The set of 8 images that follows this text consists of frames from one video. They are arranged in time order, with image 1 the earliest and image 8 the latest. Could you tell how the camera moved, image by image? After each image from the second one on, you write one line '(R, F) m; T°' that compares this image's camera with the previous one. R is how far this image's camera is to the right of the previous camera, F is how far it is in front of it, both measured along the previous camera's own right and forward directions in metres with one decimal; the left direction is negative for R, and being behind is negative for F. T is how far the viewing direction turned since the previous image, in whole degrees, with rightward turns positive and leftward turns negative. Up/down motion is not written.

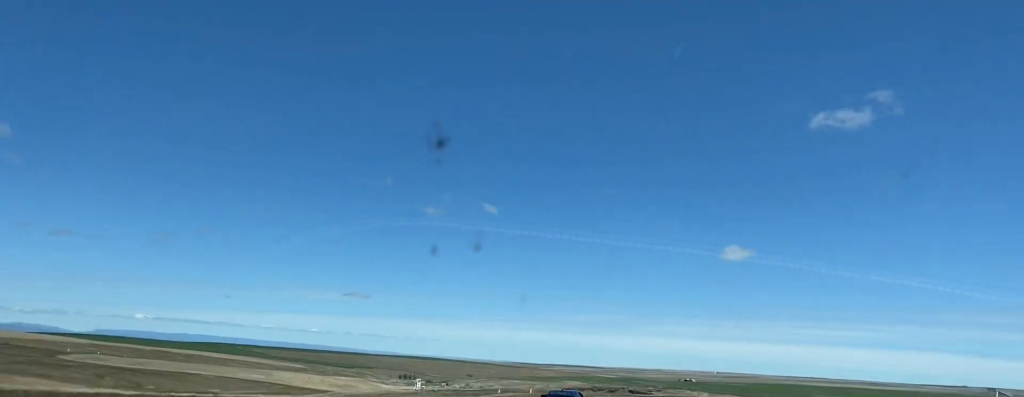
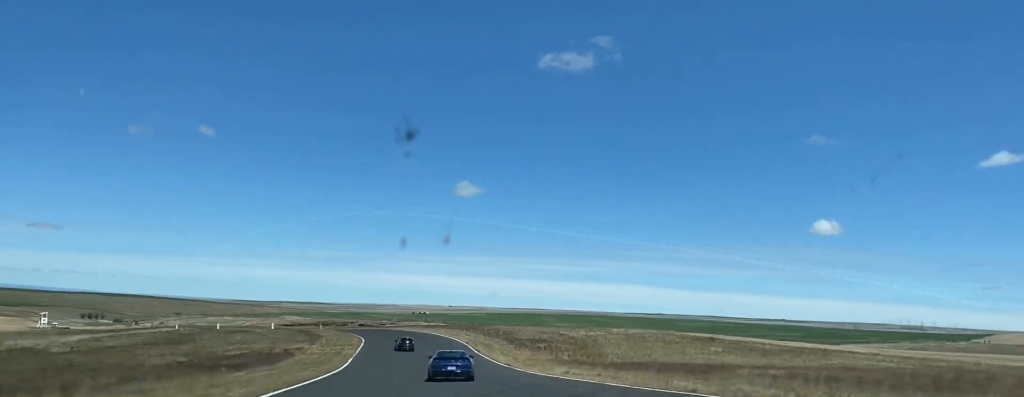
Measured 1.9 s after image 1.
(+12.3, +65.7) m; +14°
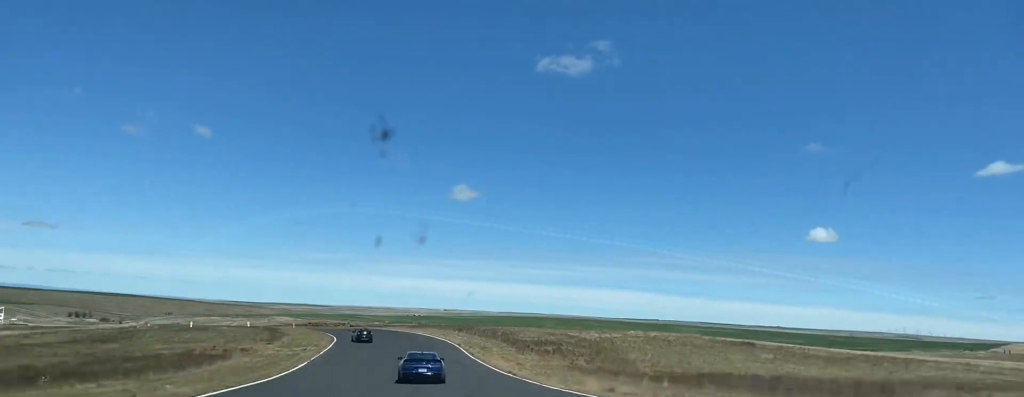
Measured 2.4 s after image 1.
(0.0, +15.7) m; 0°
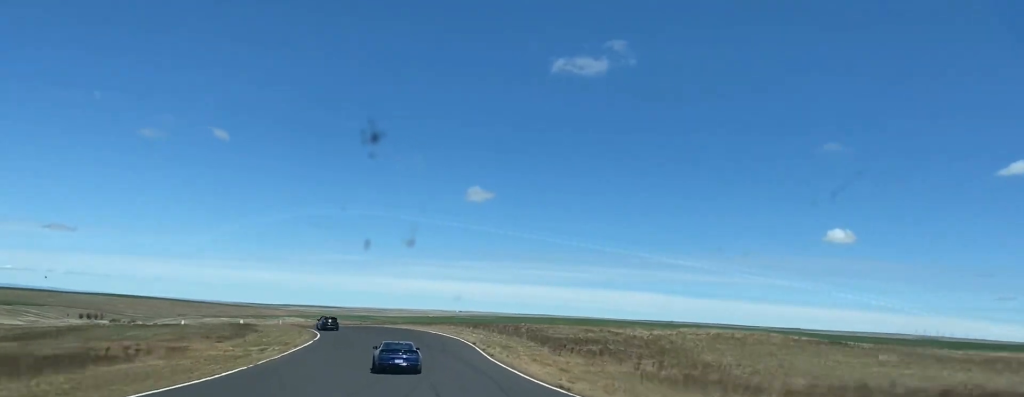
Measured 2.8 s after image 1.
(+0.6, +17.3) m; -1°
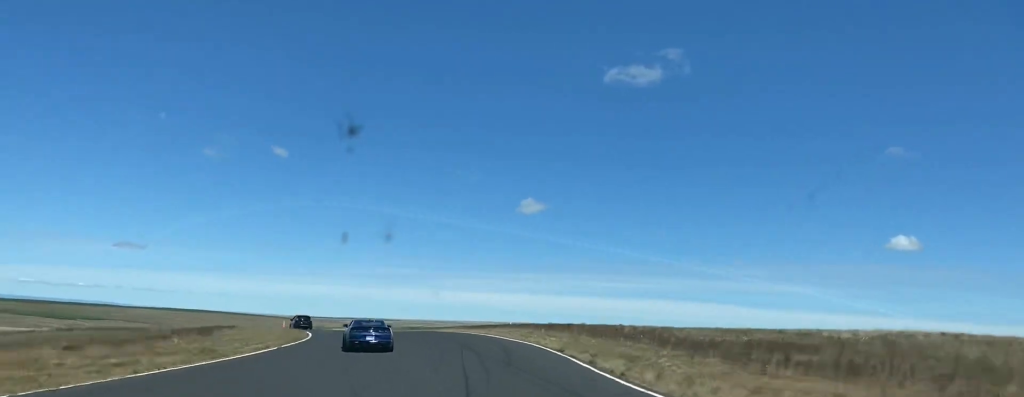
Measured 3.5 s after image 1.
(-0.2, +26.2) m; -4°
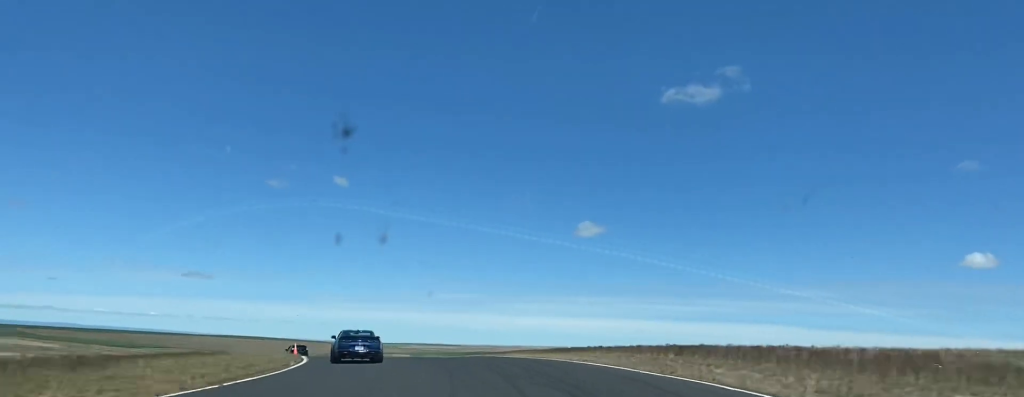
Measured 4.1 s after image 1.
(-0.2, +20.2) m; -5°
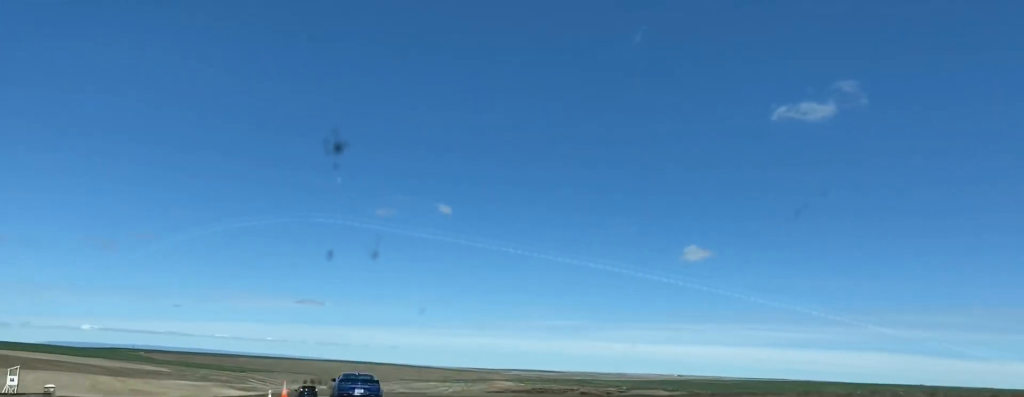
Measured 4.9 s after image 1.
(-2.6, +29.6) m; -5°
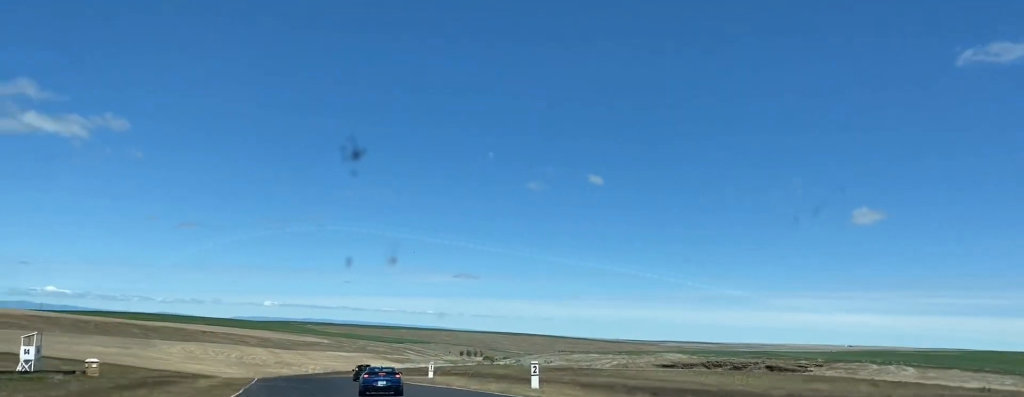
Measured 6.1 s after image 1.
(-1.7, +45.6) m; -7°
